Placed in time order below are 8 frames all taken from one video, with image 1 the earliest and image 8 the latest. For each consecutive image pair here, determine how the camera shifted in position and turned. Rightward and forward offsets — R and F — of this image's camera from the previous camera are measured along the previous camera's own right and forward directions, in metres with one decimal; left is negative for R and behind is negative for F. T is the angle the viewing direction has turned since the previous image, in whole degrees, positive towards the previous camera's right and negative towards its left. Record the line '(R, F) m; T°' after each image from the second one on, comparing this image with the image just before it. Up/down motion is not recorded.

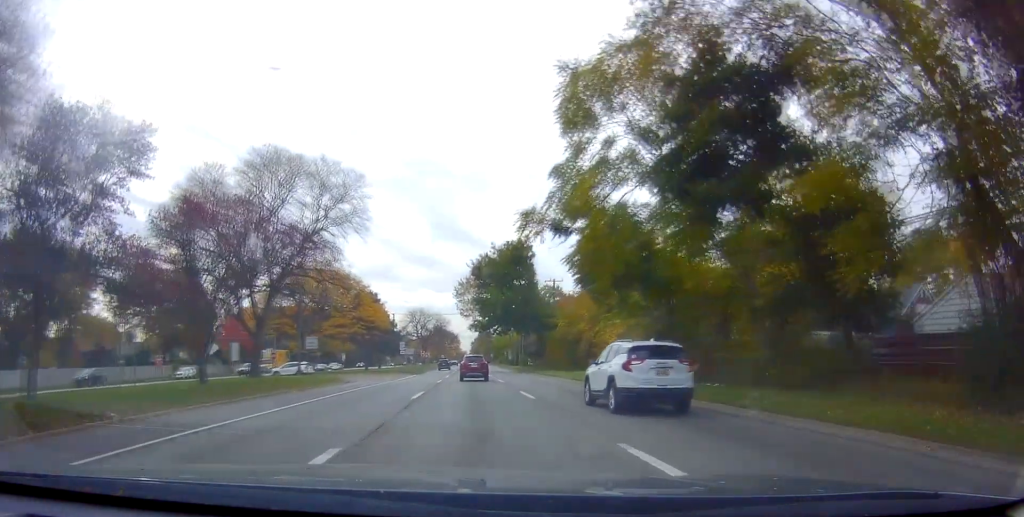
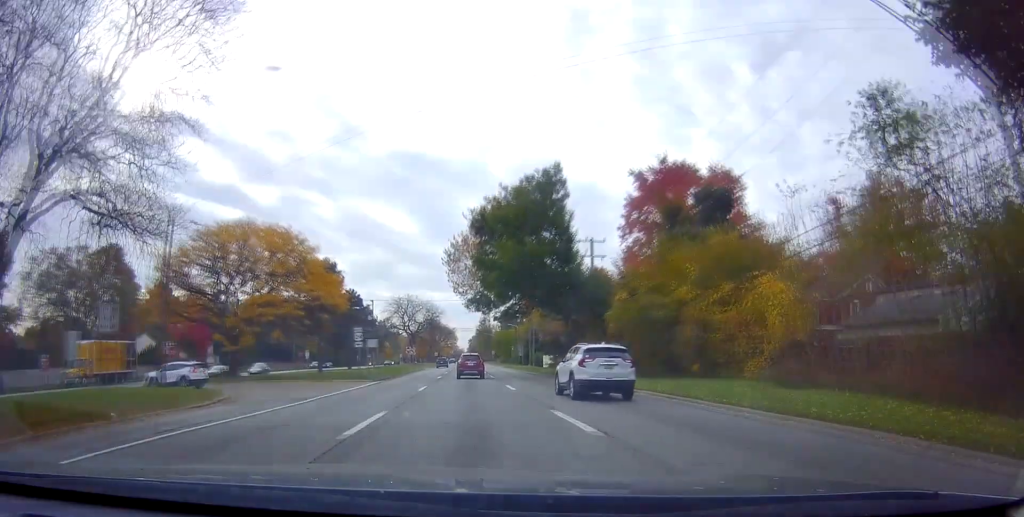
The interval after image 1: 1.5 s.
(+1.0, +25.6) m; +2°
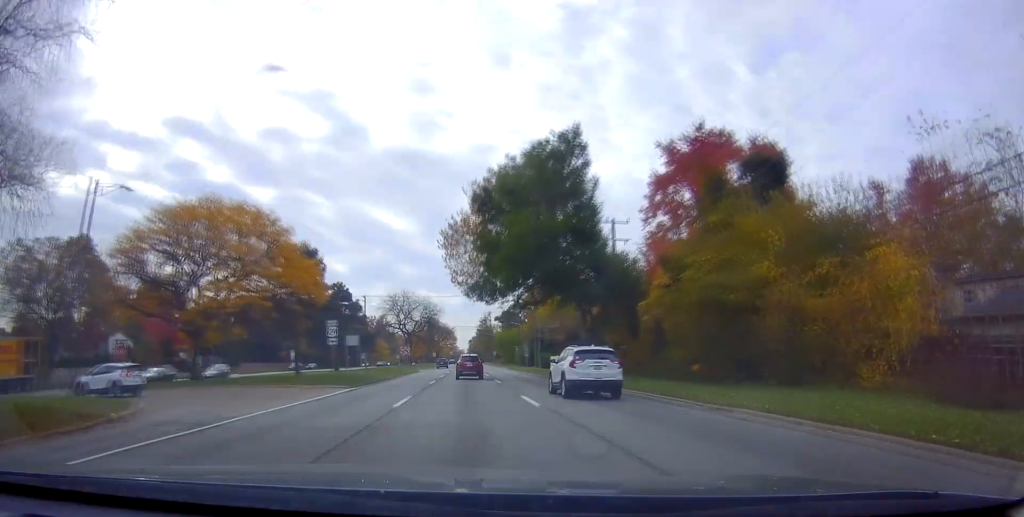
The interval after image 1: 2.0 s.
(+0.2, +8.0) m; -1°
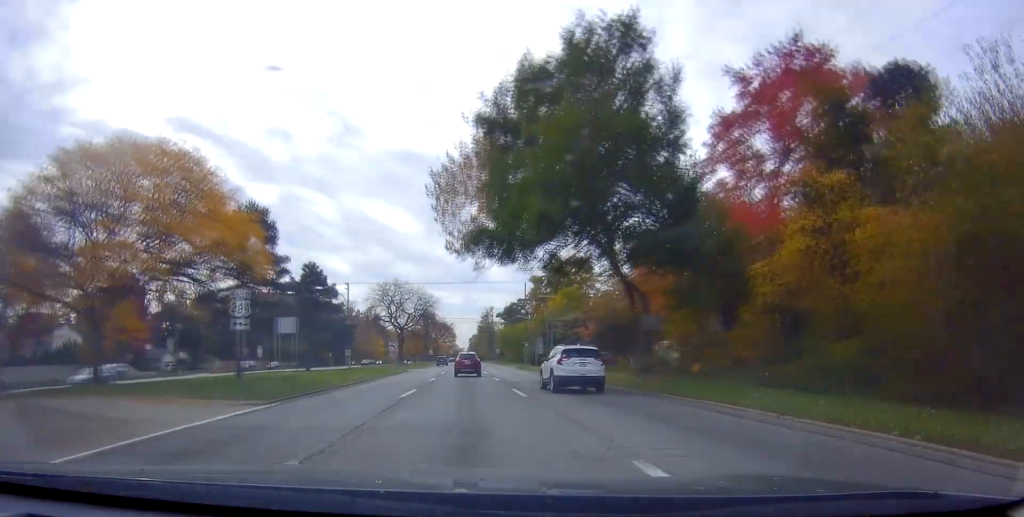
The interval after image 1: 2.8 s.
(-0.5, +13.8) m; 0°
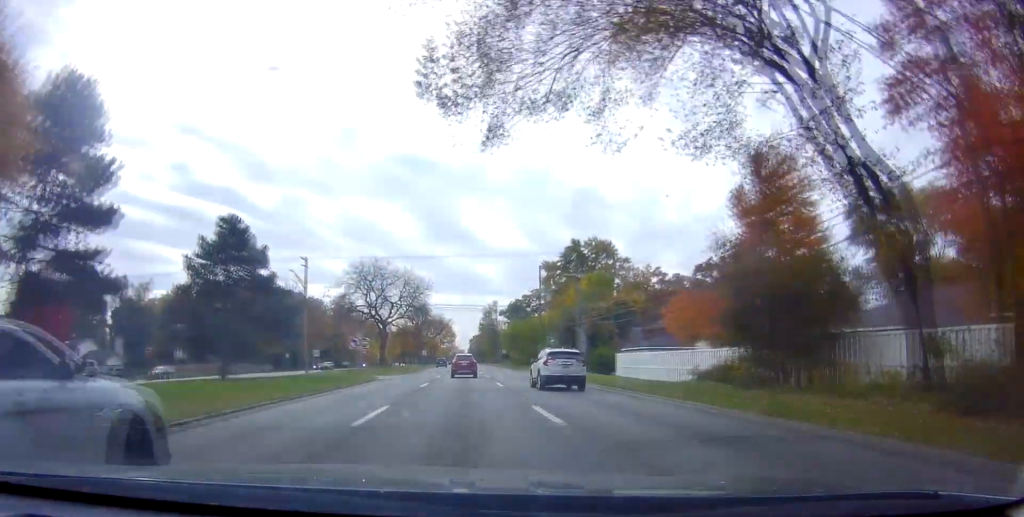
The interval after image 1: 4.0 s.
(+0.5, +21.6) m; +2°
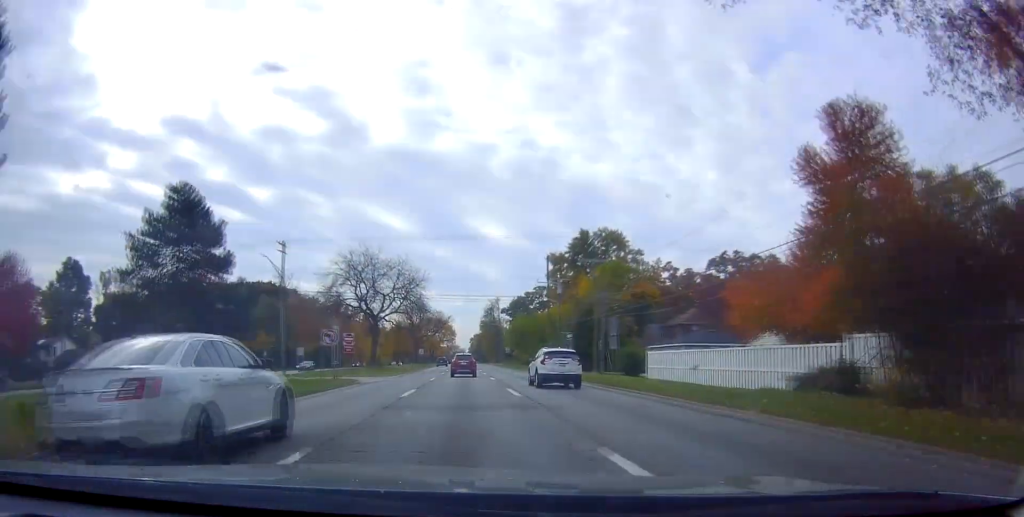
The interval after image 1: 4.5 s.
(0.0, +7.8) m; 0°
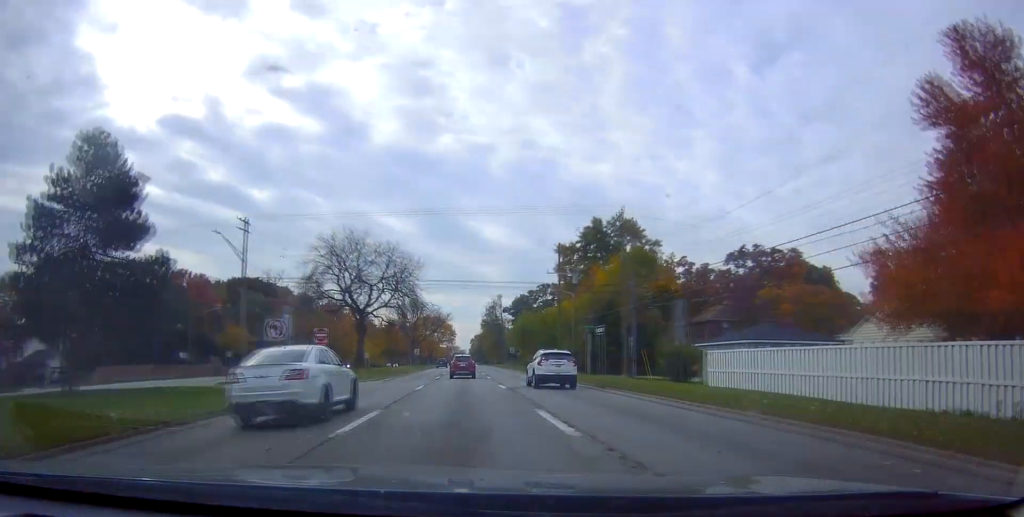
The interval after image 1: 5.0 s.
(+0.1, +9.6) m; -1°
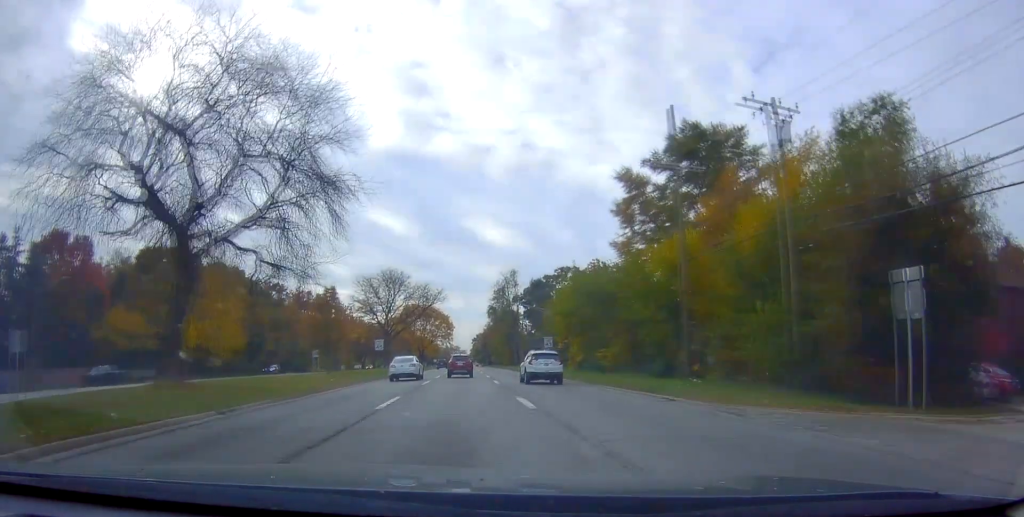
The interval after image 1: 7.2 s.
(-0.1, +40.1) m; -1°
